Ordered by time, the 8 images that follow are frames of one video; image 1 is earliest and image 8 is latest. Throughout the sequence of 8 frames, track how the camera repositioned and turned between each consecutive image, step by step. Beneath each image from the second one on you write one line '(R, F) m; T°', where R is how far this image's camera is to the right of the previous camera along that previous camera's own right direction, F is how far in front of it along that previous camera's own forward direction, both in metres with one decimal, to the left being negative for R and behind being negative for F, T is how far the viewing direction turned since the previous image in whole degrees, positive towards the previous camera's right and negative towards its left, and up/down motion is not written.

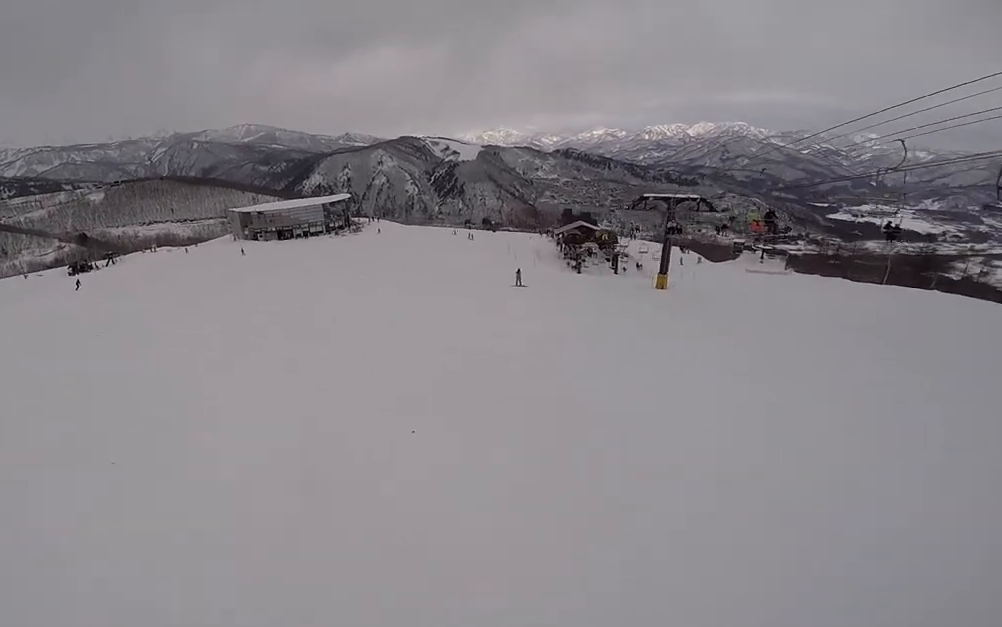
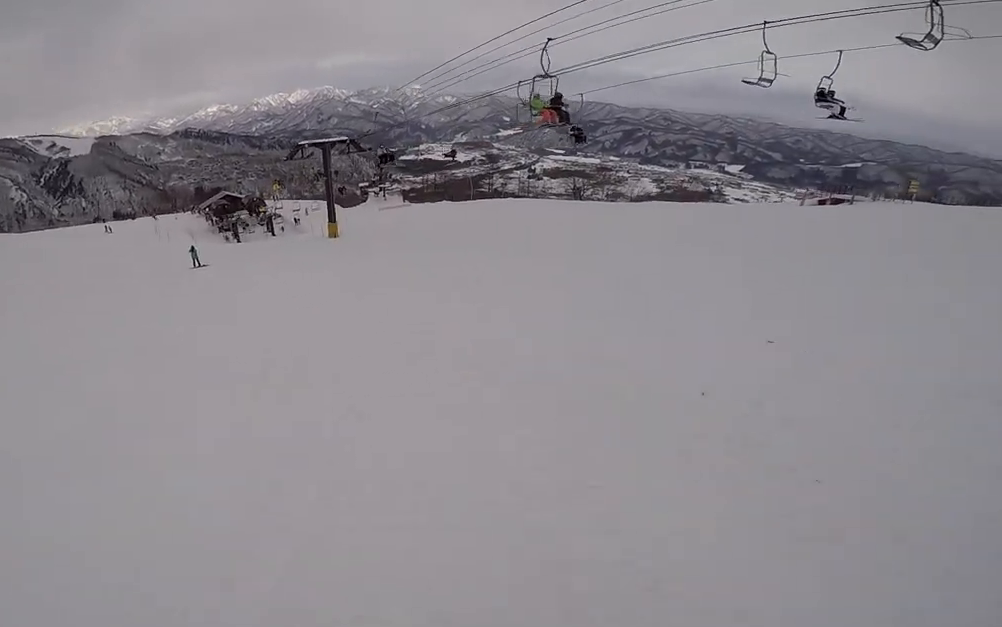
(+1.8, +7.1) m; +48°
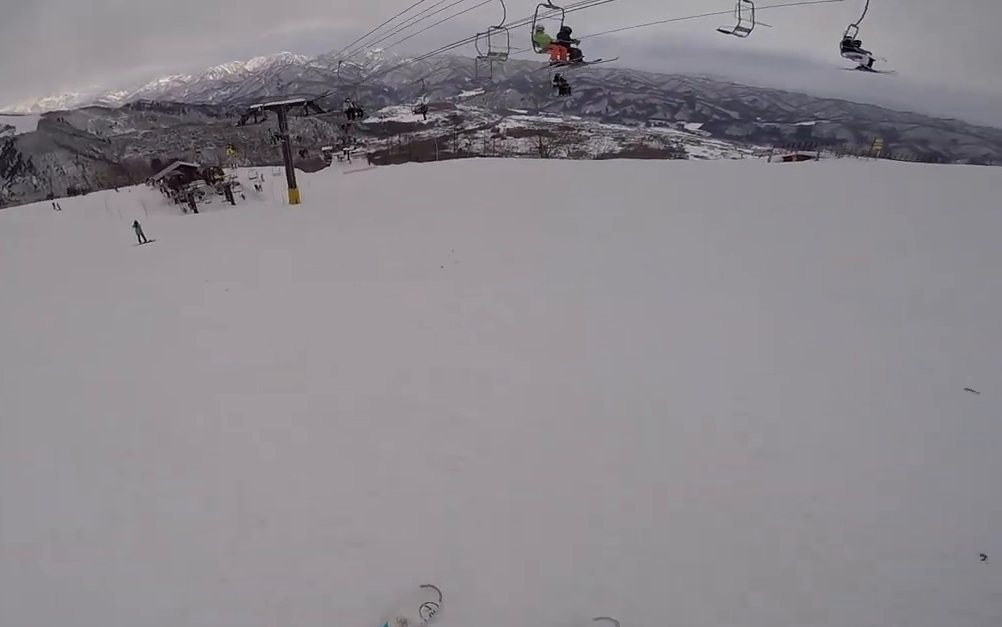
(+0.4, +2.1) m; +10°
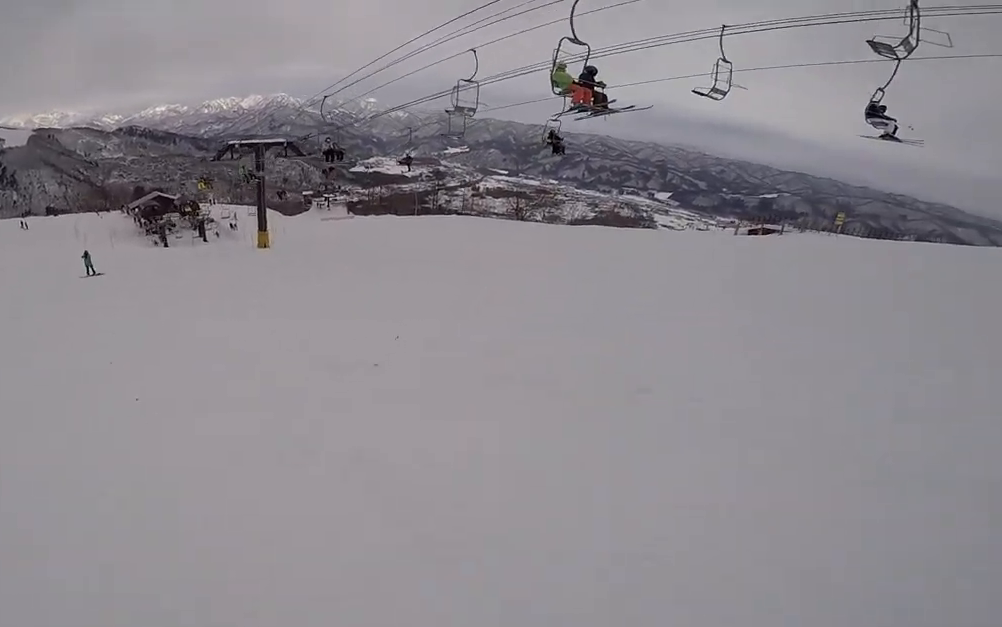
(+0.5, +2.0) m; +4°
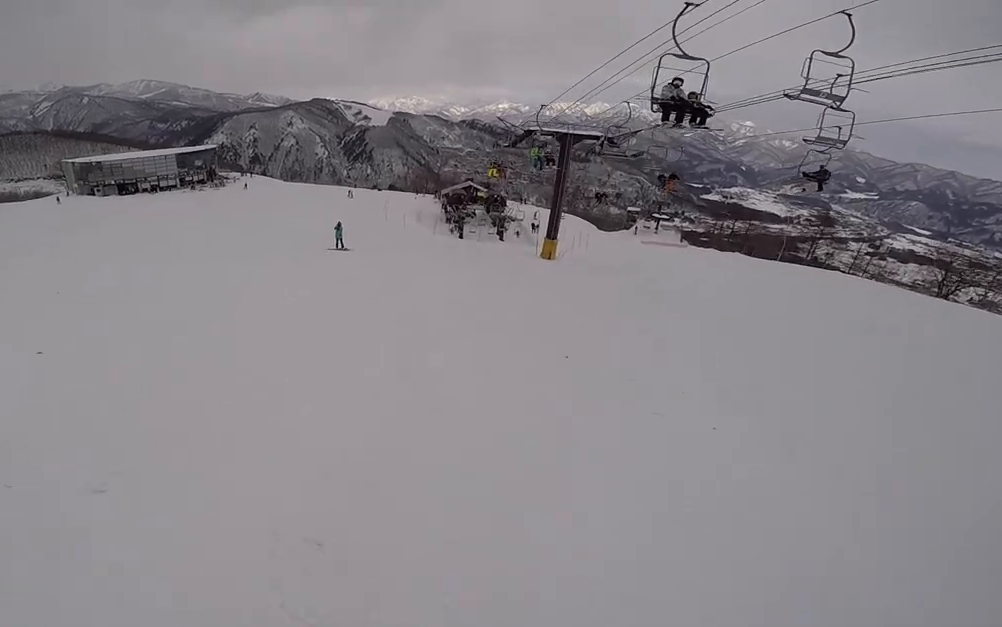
(-0.3, +5.7) m; -34°
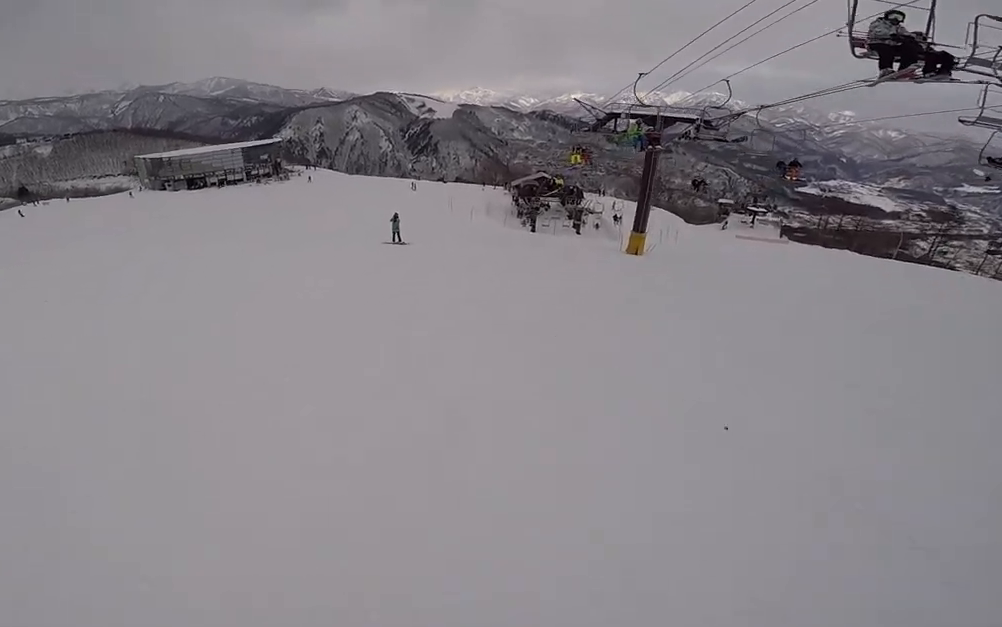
(-0.7, +1.9) m; -13°
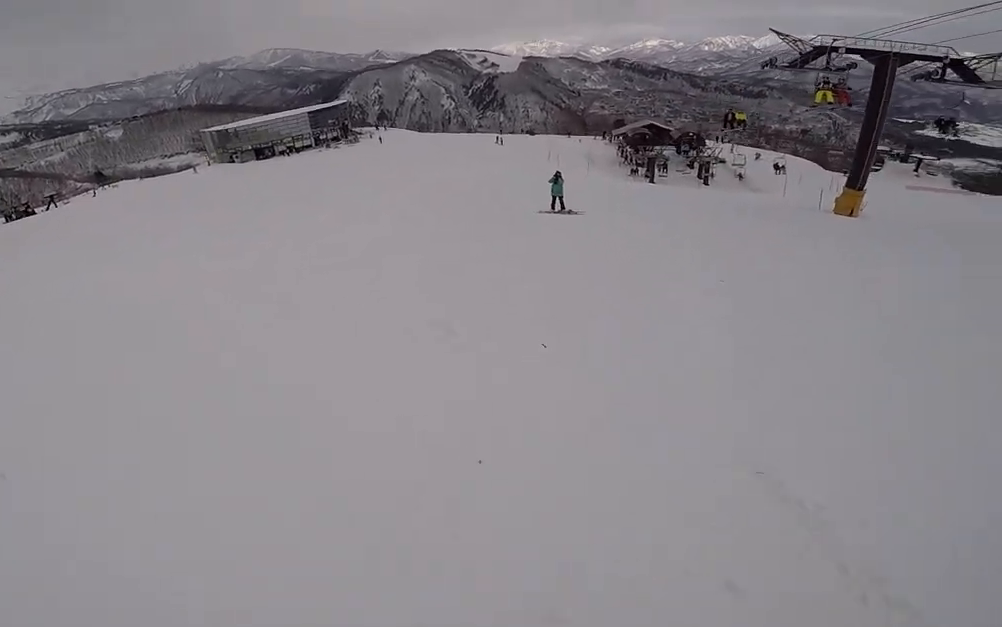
(-1.7, +6.3) m; -5°
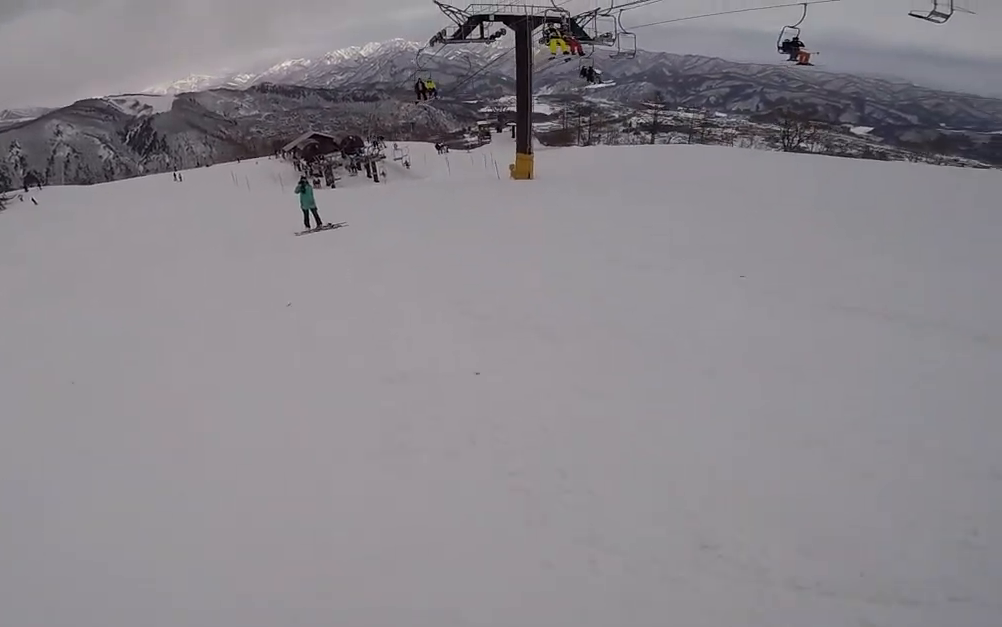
(+1.3, +4.9) m; +22°
